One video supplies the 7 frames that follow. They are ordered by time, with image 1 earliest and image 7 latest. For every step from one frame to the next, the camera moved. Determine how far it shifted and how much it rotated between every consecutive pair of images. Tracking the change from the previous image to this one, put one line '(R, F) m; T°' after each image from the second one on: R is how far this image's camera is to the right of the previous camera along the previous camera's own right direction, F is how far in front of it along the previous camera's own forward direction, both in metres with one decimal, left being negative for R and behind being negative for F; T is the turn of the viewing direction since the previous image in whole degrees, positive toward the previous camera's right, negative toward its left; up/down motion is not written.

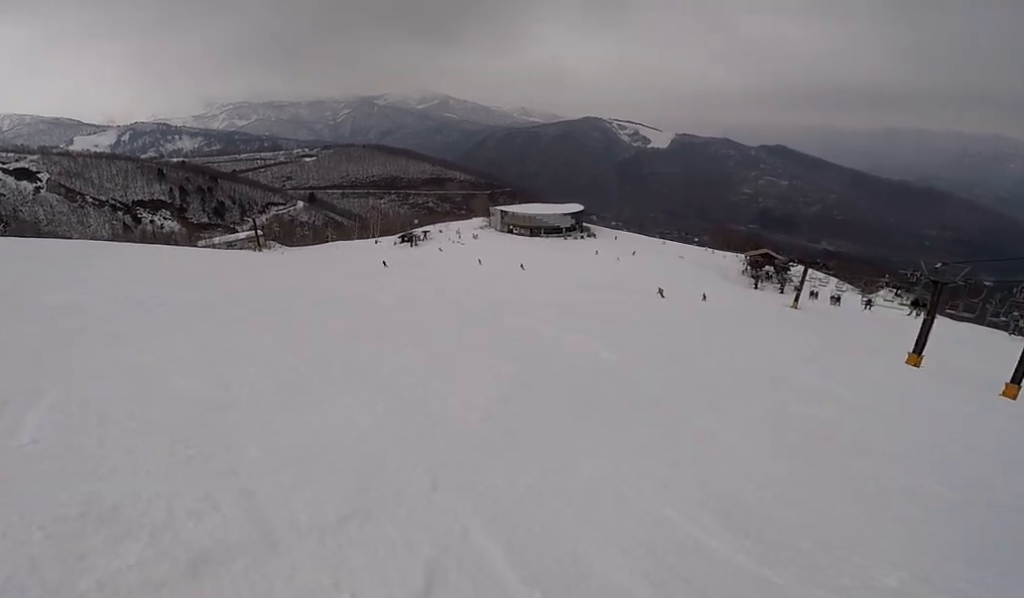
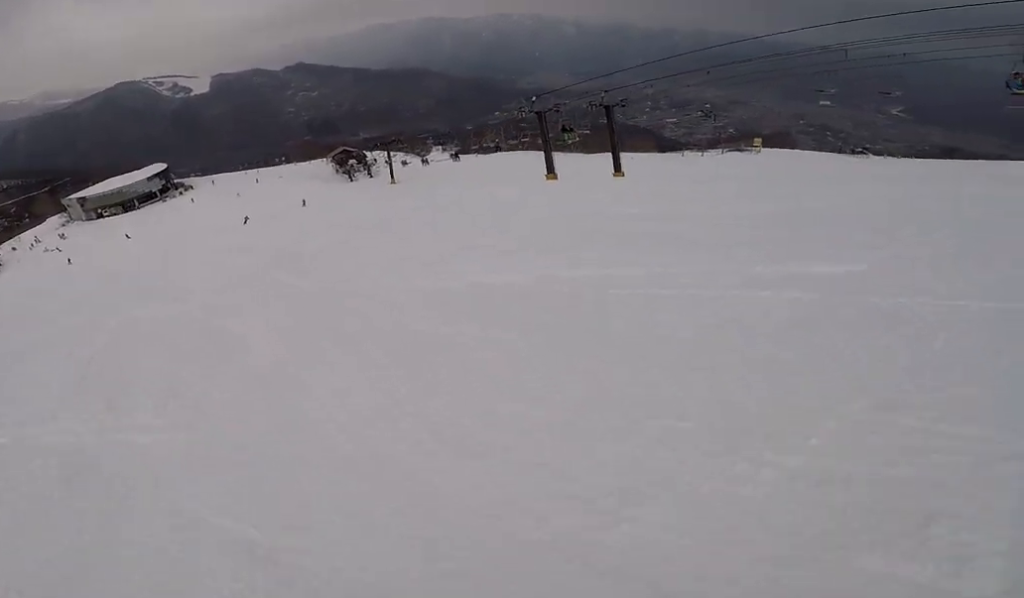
(+3.1, +9.7) m; +45°
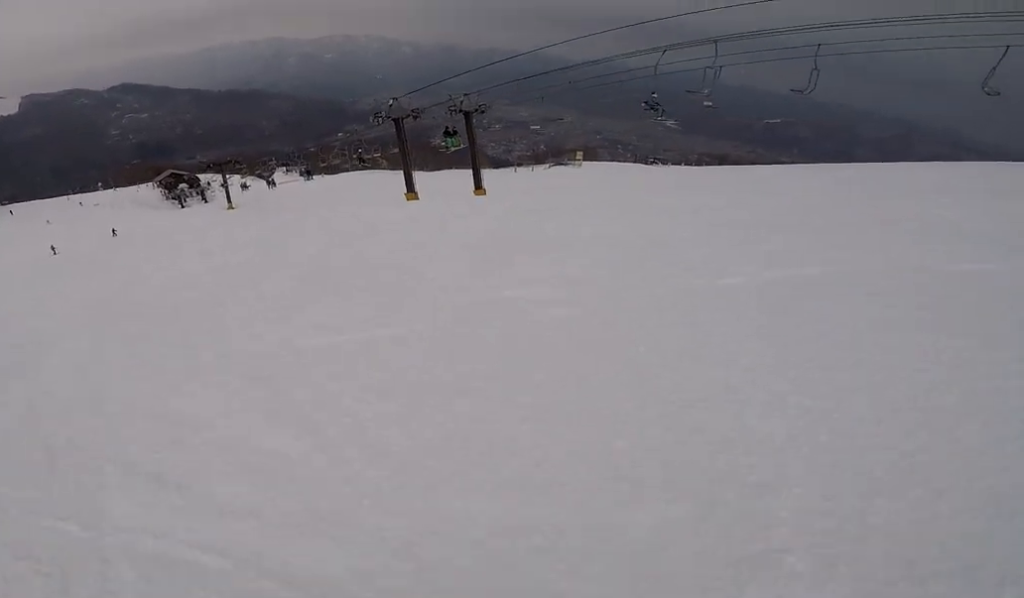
(+2.5, +7.2) m; +10°
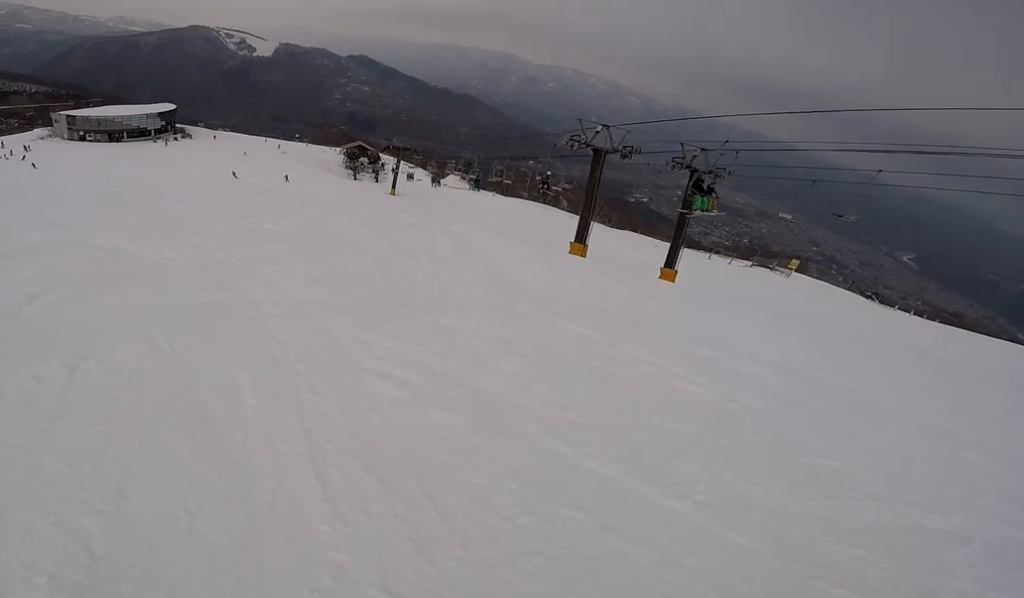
(-1.4, +6.1) m; -23°
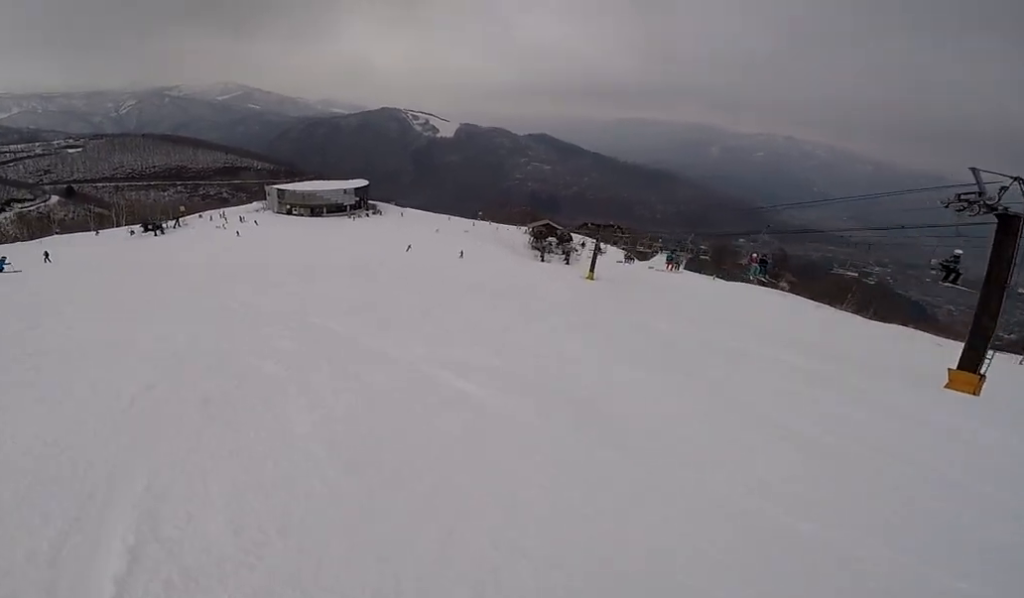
(-1.7, +8.3) m; -15°
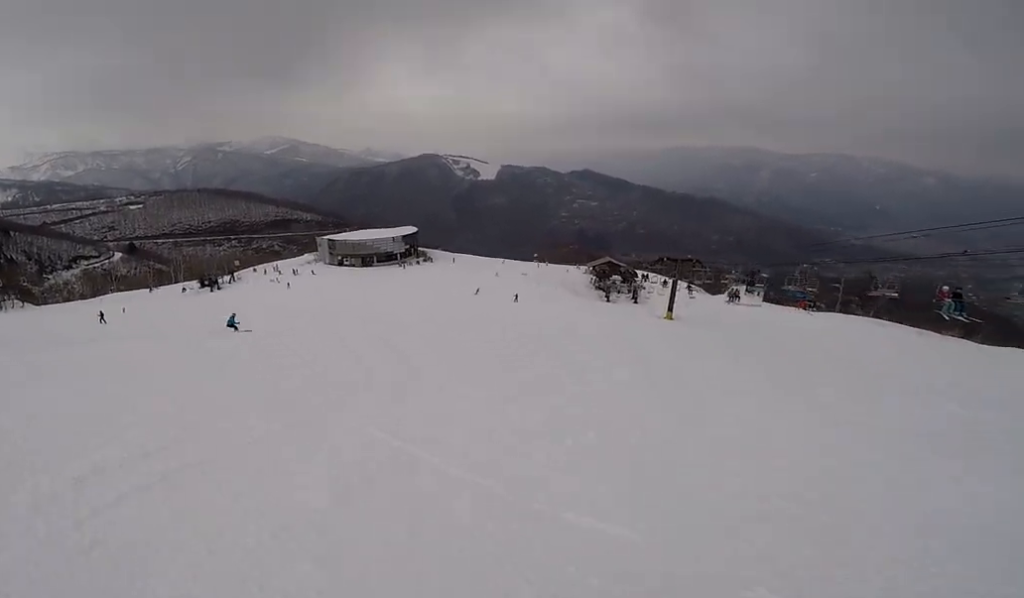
(0.0, +5.0) m; +6°
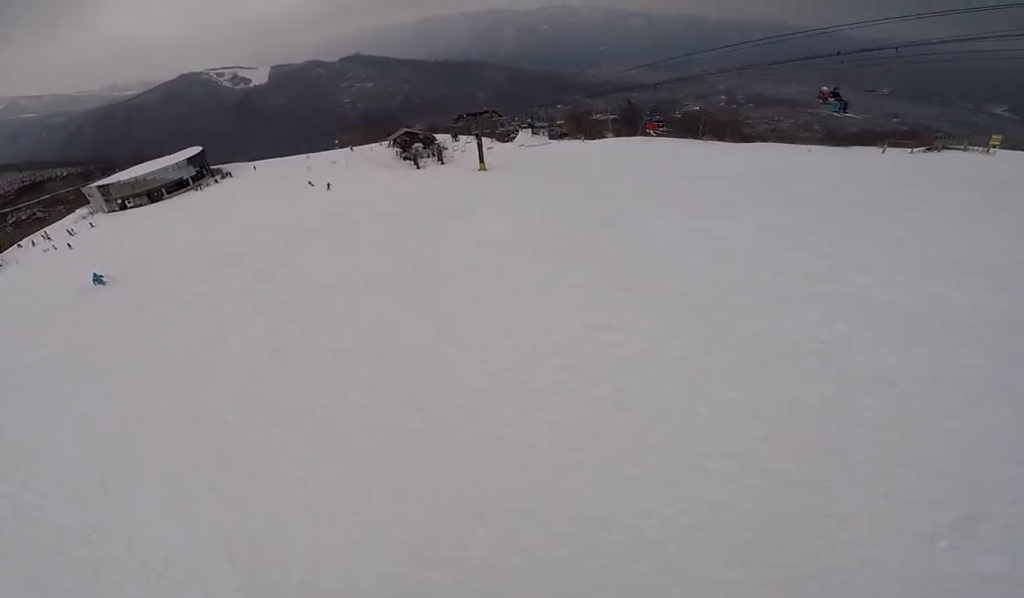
(+0.5, +5.8) m; +6°
